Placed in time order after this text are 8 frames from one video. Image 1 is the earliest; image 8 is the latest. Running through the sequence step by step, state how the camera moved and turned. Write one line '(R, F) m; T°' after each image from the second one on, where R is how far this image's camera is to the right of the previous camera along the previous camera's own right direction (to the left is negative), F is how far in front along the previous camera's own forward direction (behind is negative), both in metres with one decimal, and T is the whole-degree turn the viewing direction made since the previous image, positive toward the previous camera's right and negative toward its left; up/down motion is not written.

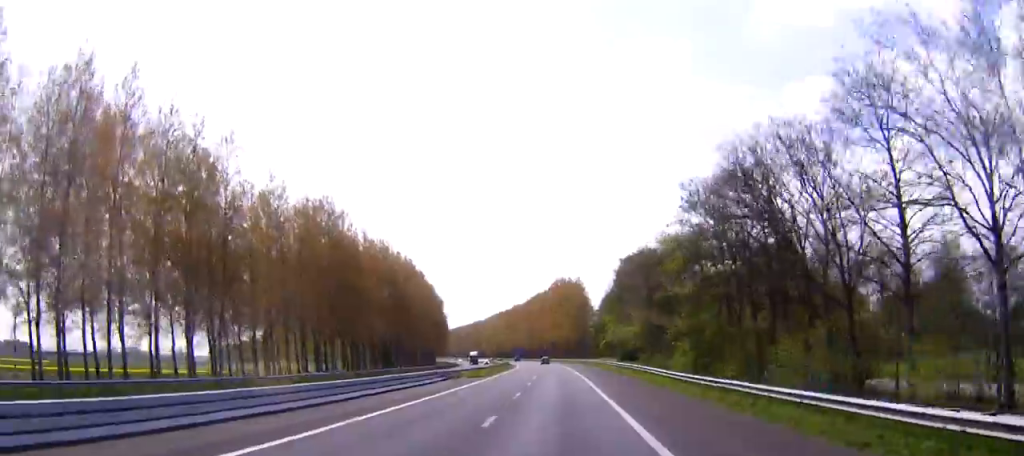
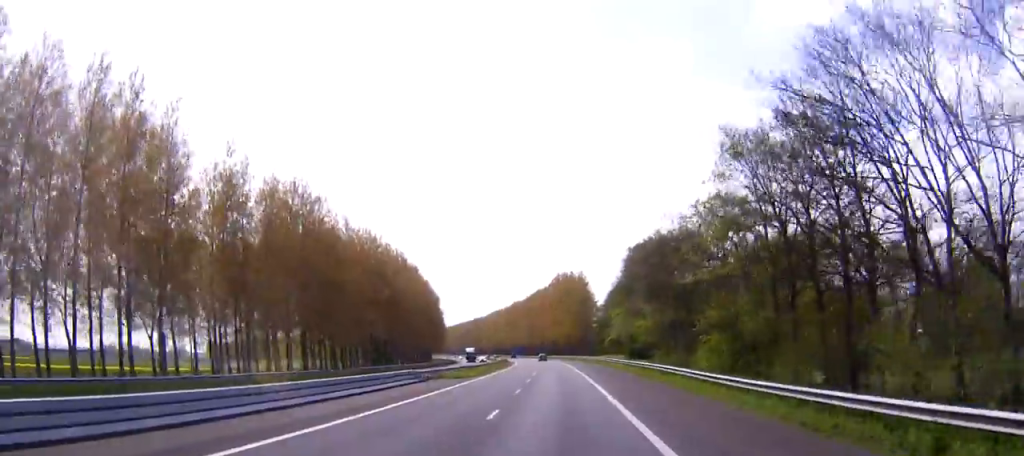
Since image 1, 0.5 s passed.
(0.0, +11.2) m; 0°
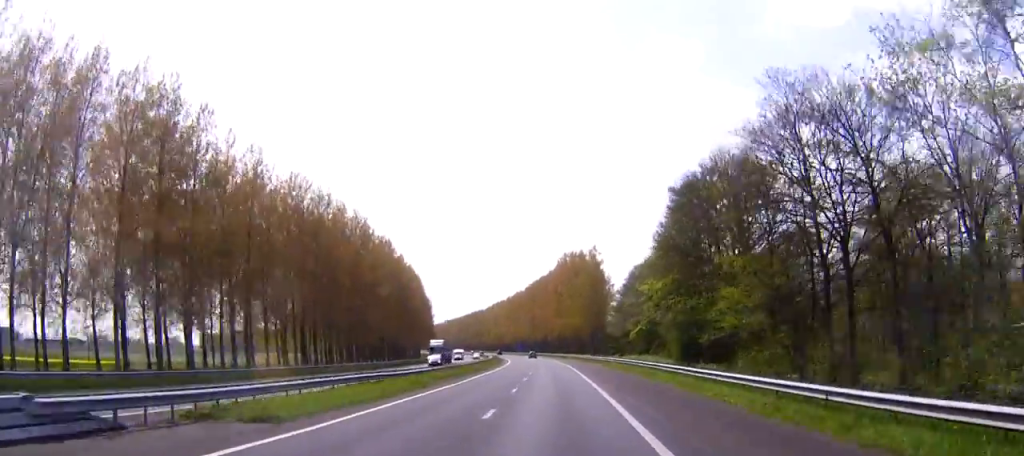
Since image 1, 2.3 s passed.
(-0.2, +36.2) m; -1°
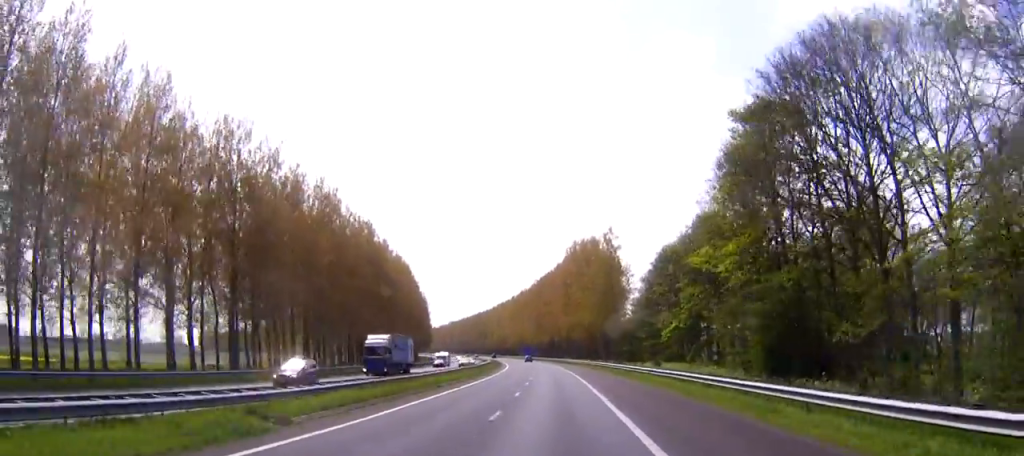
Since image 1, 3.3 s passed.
(-0.1, +22.4) m; -1°
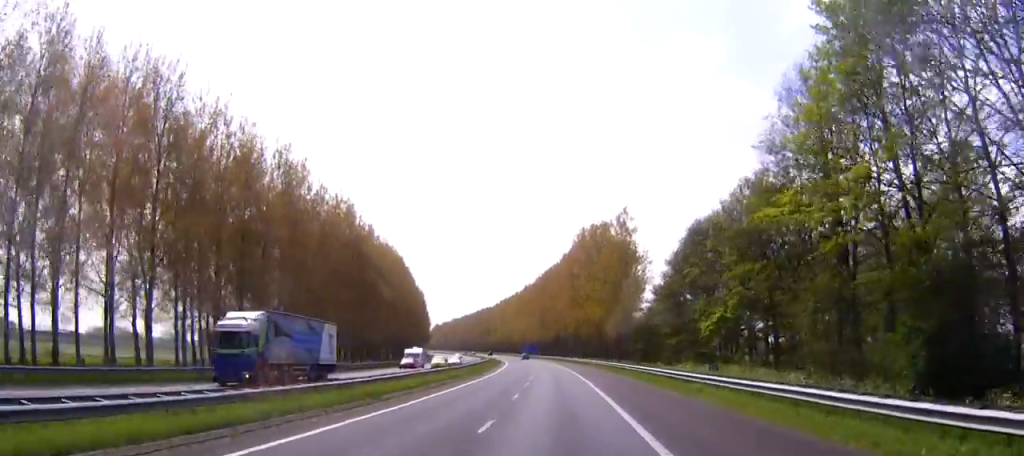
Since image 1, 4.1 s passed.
(-0.1, +16.1) m; 0°
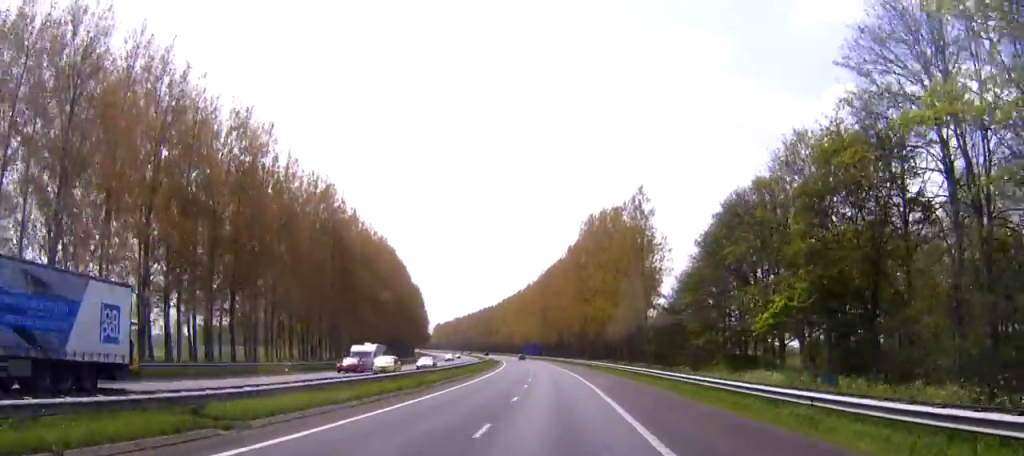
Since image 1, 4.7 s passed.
(0.0, +13.3) m; 0°
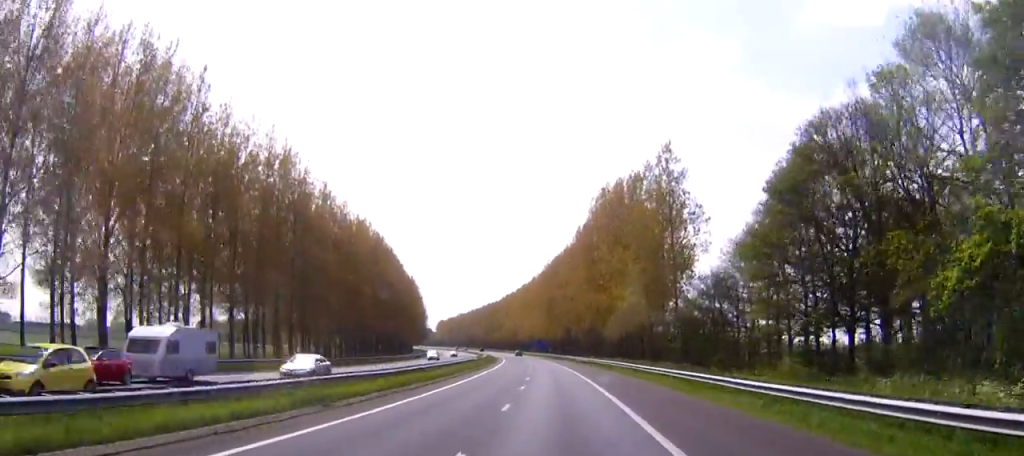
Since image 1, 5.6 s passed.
(-0.1, +18.1) m; -1°
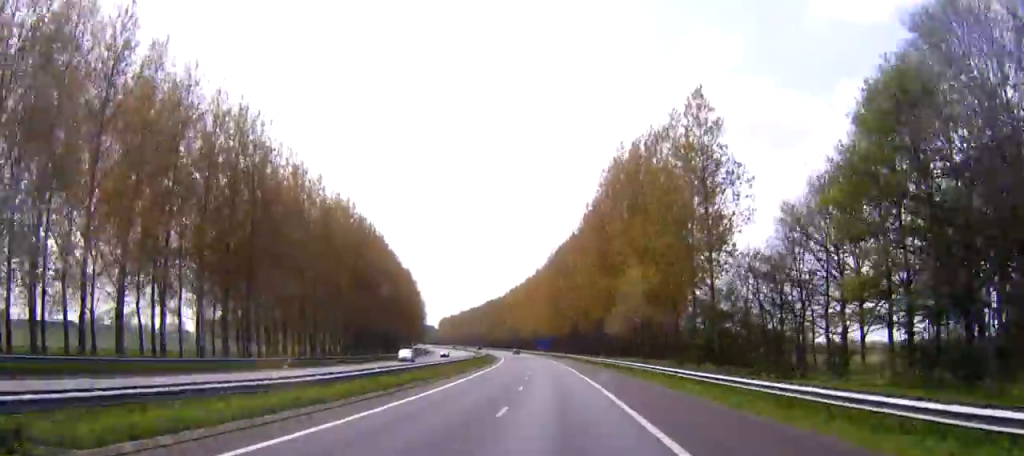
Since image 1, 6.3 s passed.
(-0.1, +13.8) m; 0°
